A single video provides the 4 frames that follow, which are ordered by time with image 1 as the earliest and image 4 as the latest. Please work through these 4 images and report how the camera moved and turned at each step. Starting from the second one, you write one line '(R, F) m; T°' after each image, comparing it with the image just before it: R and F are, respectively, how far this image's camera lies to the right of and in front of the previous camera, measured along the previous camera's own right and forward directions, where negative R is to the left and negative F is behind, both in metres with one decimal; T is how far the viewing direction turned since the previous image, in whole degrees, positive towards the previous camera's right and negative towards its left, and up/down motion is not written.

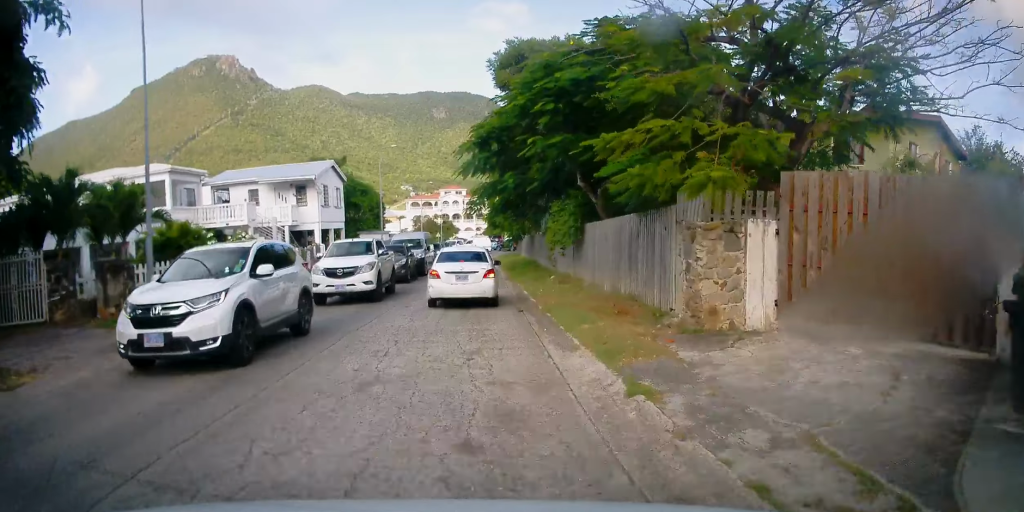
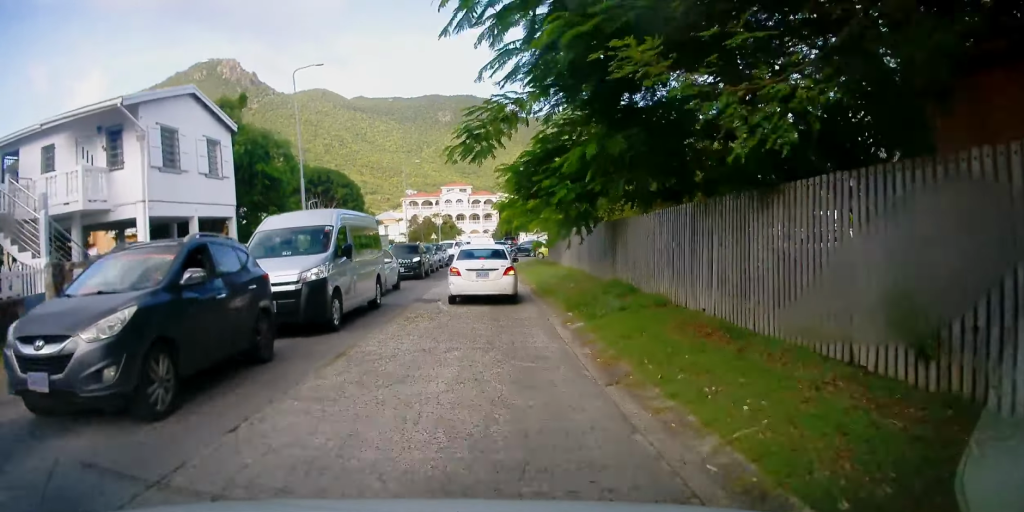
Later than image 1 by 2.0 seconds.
(0.0, +19.7) m; 0°
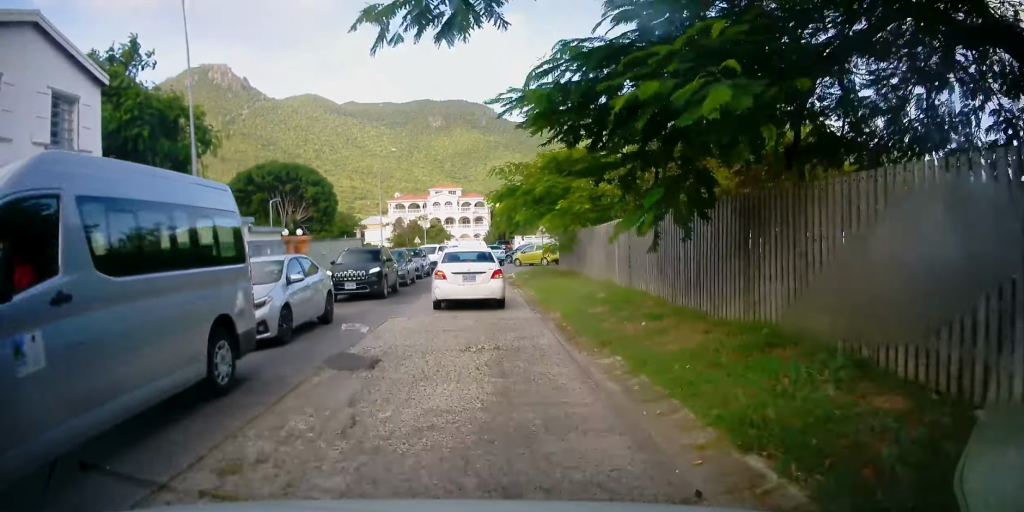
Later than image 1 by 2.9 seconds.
(0.0, +8.3) m; 0°
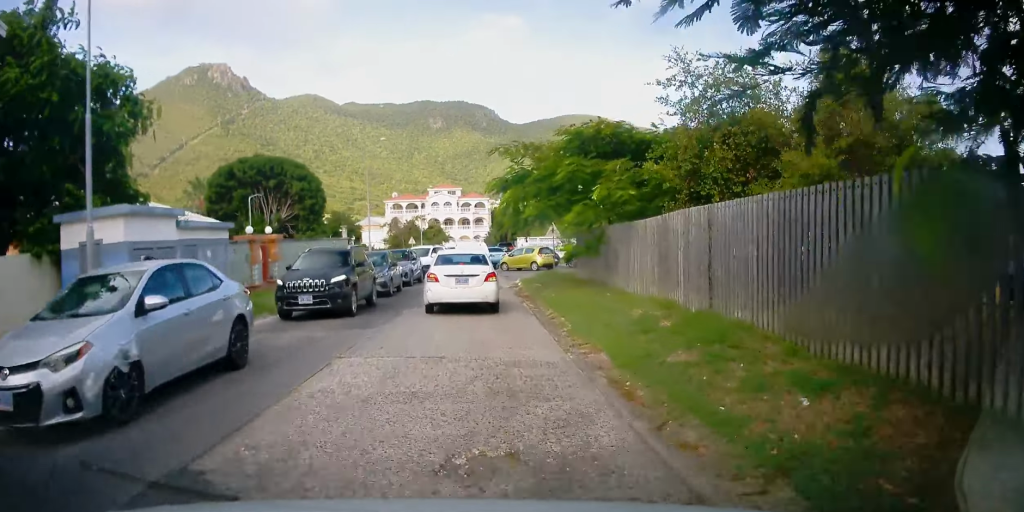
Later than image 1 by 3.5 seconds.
(0.0, +5.0) m; +1°
